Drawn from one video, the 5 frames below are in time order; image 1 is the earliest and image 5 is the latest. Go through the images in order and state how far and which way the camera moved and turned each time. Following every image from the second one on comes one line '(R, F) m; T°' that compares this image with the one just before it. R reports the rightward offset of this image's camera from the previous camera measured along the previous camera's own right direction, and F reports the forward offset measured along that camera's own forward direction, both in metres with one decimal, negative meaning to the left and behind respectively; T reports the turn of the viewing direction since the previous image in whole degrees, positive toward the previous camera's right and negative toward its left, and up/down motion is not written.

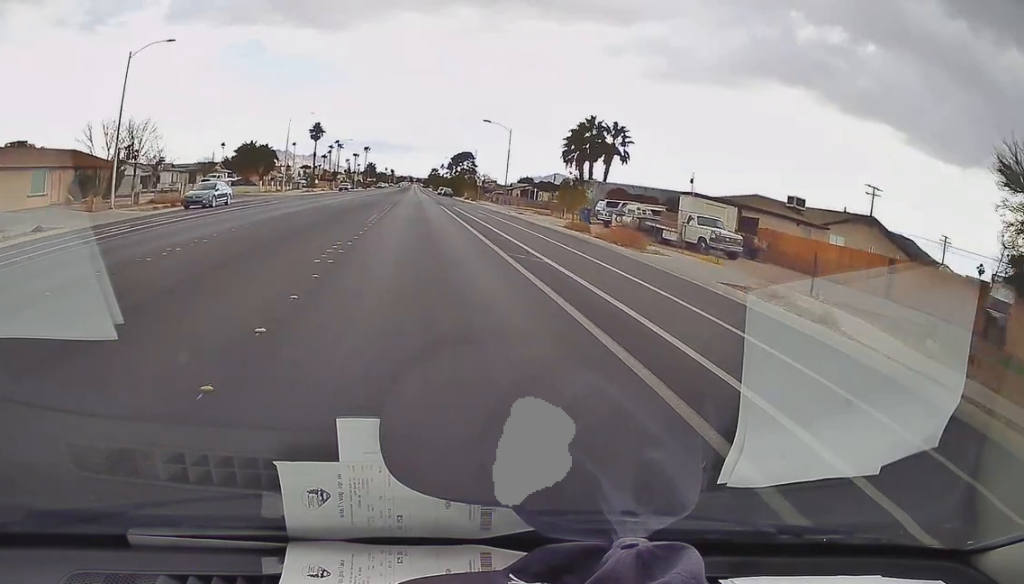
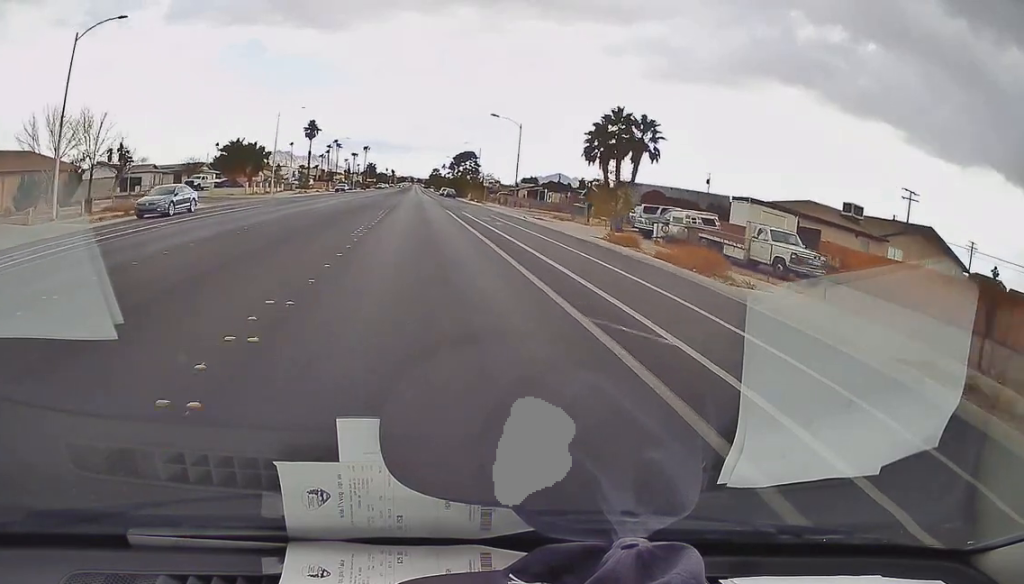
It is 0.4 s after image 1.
(0.0, +6.2) m; -1°
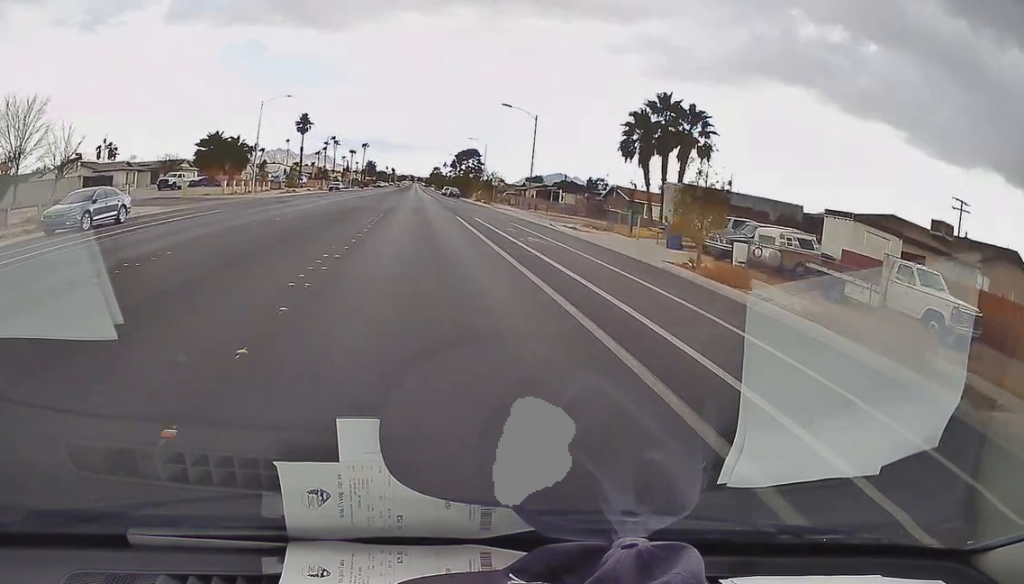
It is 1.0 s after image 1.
(+0.1, +7.7) m; -1°
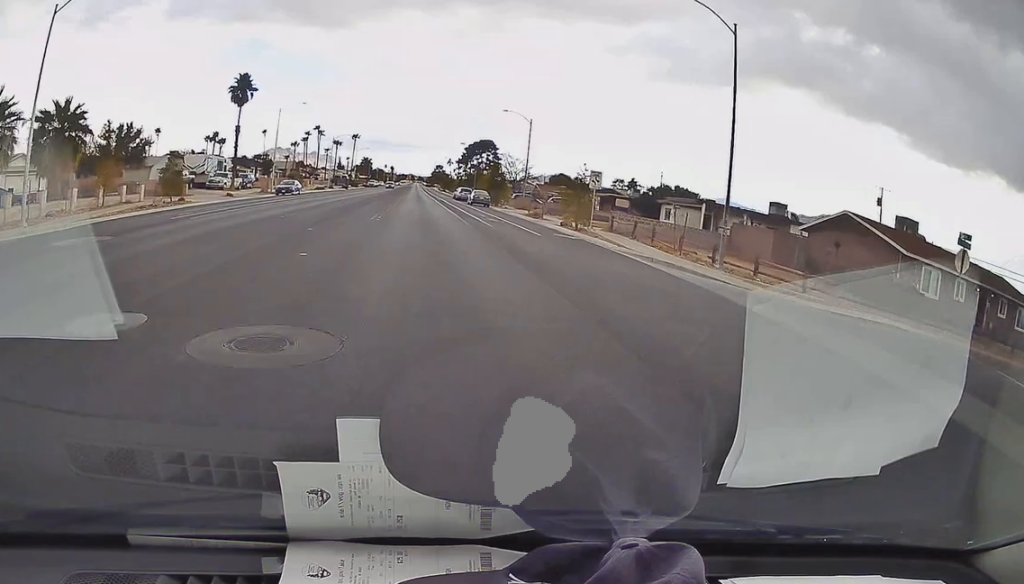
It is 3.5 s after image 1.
(+1.7, +37.4) m; +4°
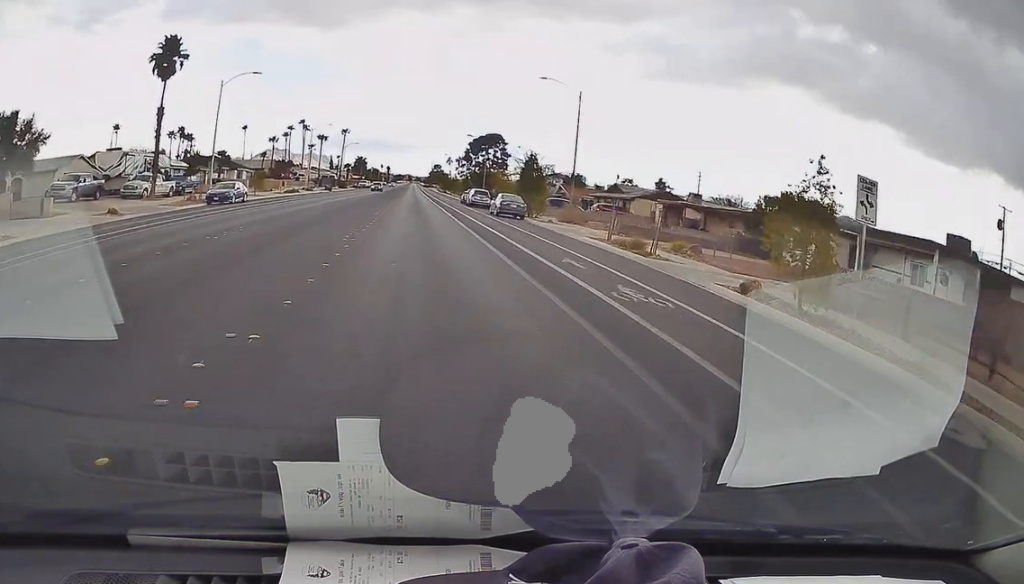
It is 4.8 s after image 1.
(-0.4, +19.7) m; -1°
